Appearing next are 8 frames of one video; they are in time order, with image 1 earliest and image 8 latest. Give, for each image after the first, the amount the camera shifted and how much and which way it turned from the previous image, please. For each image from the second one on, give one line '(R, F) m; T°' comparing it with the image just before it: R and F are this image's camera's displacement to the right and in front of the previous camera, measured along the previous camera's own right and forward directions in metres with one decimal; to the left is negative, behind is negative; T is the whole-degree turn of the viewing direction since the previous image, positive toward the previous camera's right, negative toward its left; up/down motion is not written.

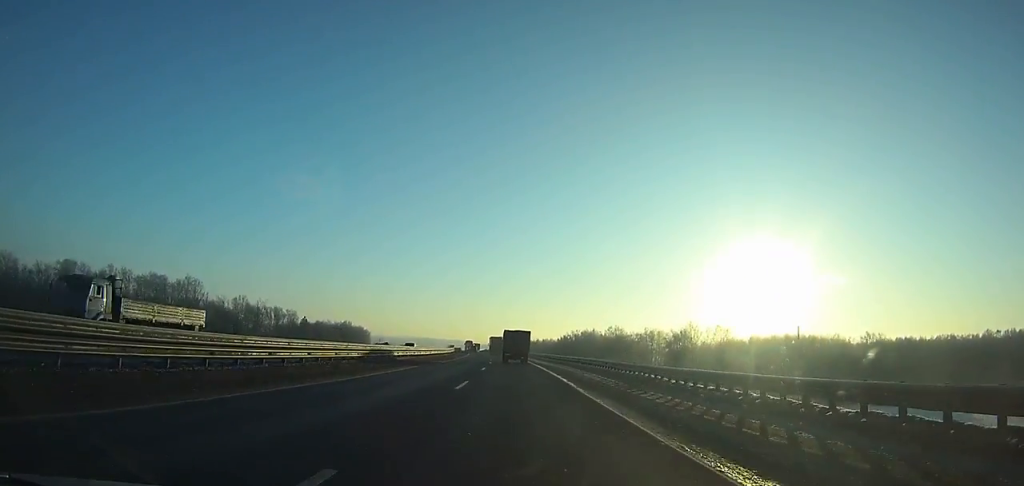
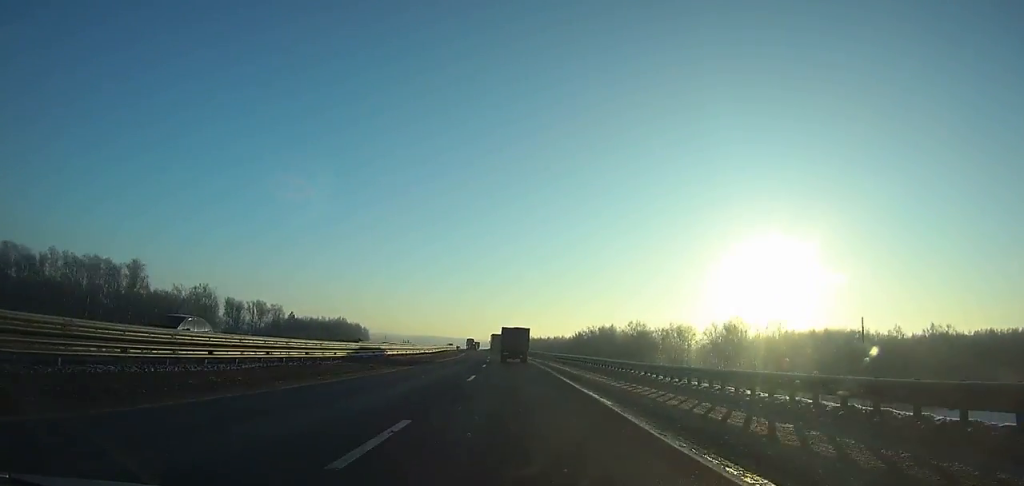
(-0.2, +26.3) m; -1°
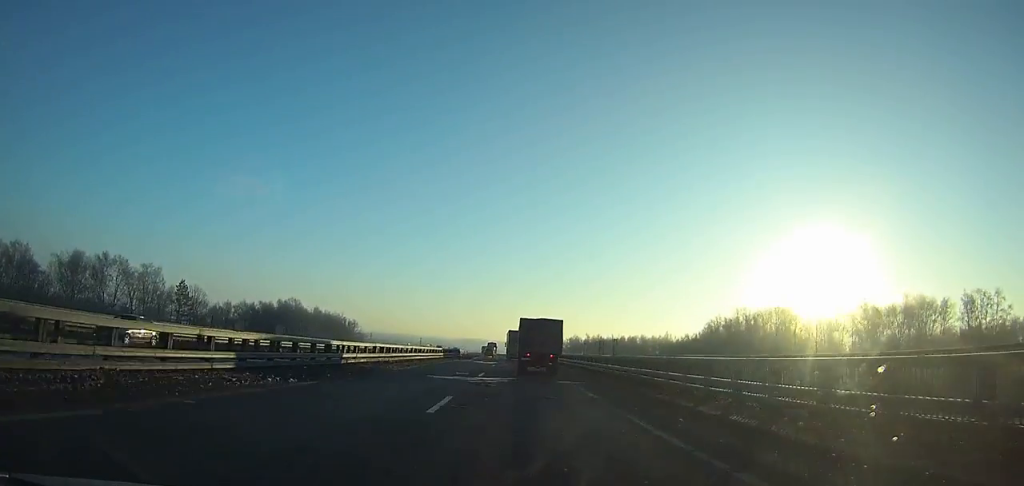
(-4.1, +110.1) m; -3°
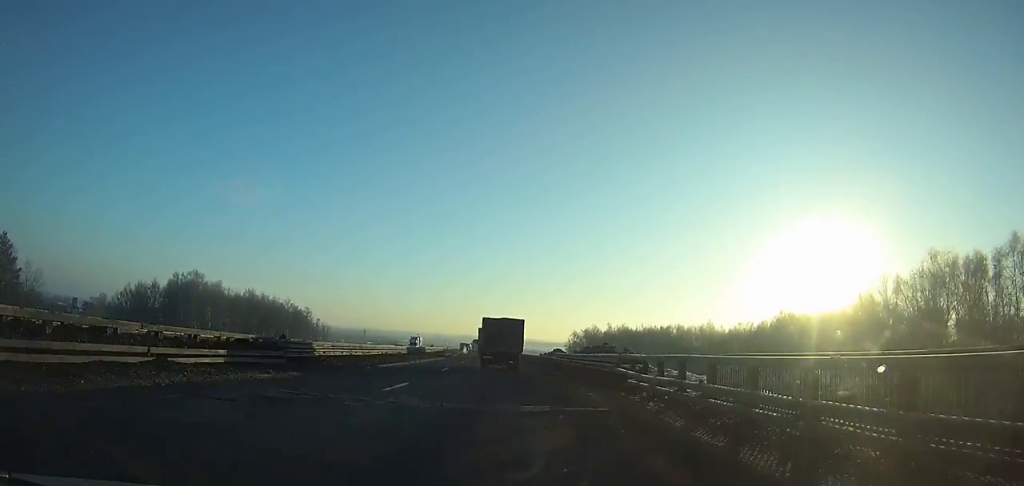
(-1.1, +64.2) m; -2°
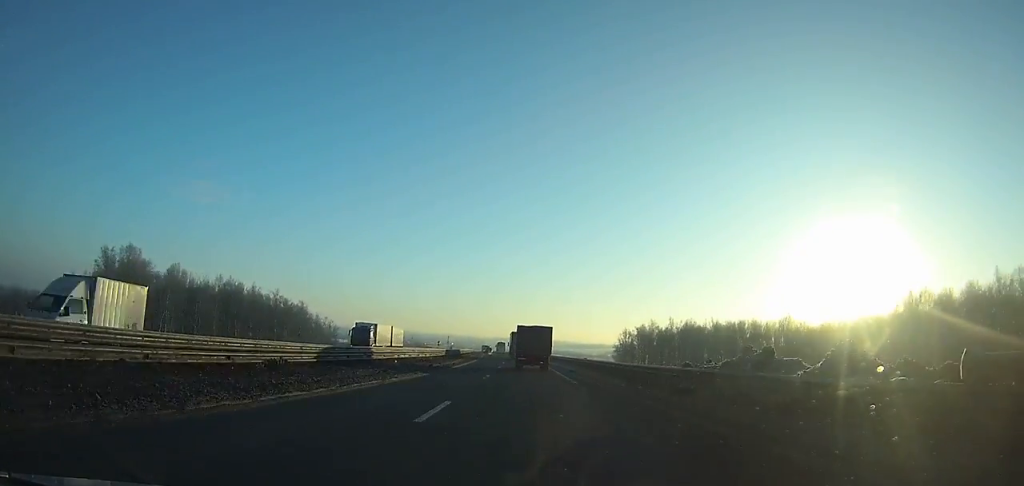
(-0.6, +40.9) m; -1°
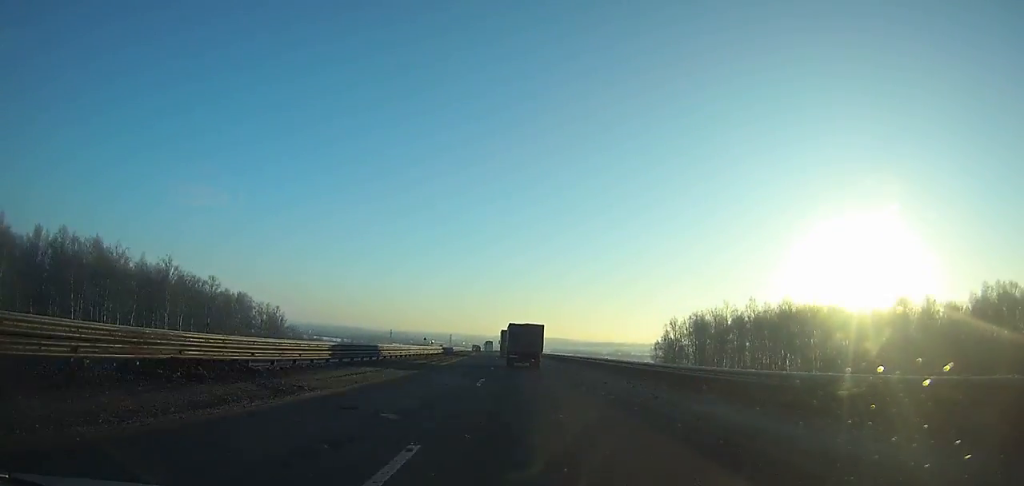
(-0.1, +52.7) m; -1°
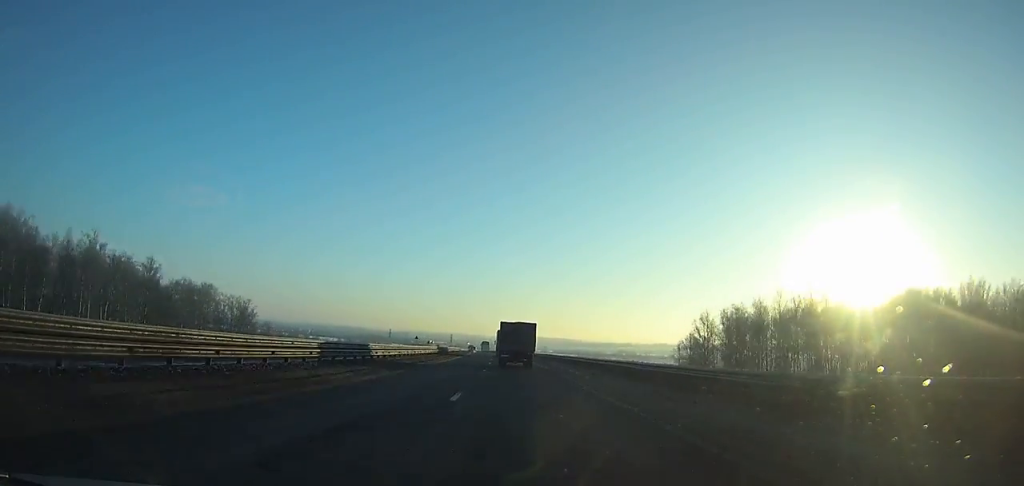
(-0.1, +21.9) m; 0°
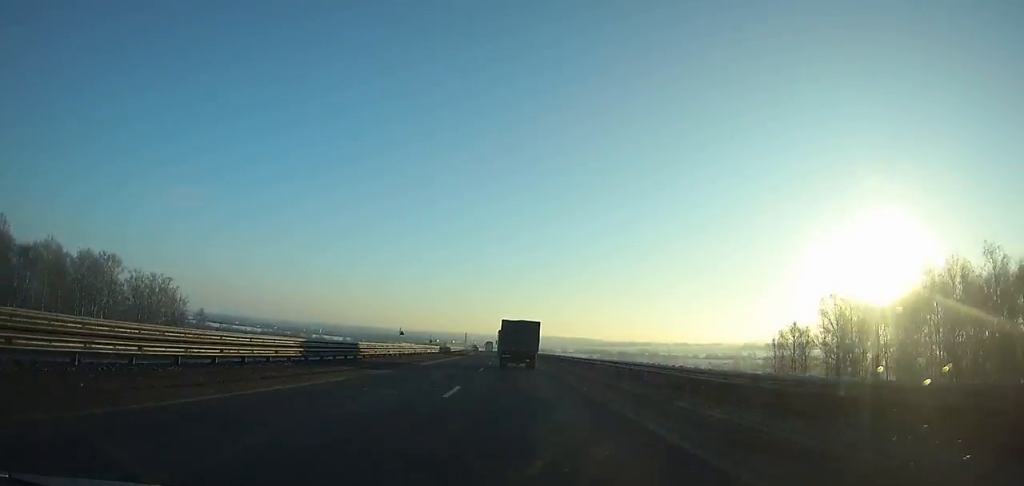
(-0.5, +47.3) m; -1°
